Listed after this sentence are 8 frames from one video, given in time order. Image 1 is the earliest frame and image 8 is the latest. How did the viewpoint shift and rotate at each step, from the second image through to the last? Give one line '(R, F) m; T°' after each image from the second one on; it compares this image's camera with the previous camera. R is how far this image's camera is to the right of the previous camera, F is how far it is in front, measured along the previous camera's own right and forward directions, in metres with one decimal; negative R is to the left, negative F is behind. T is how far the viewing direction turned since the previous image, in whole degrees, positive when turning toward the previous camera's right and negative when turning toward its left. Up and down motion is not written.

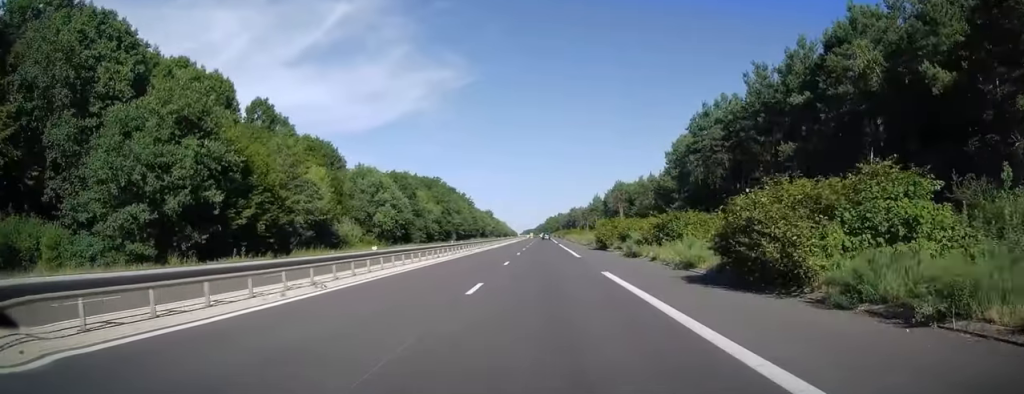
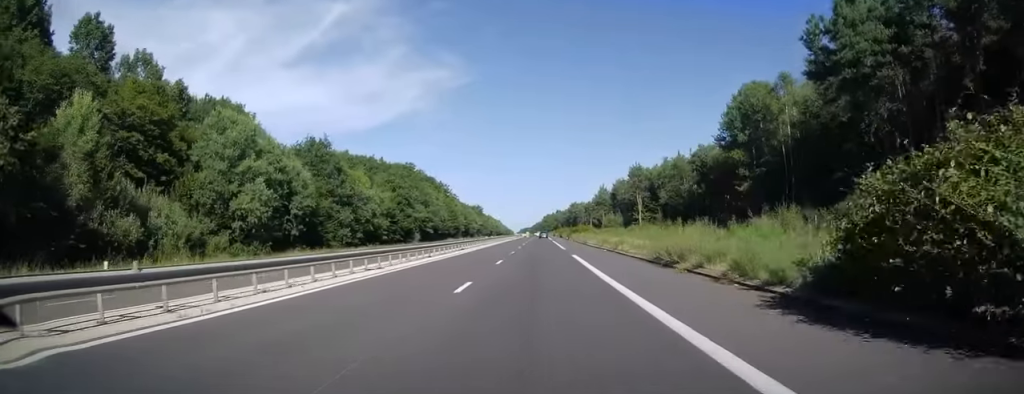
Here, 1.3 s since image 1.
(0.0, +39.2) m; +1°
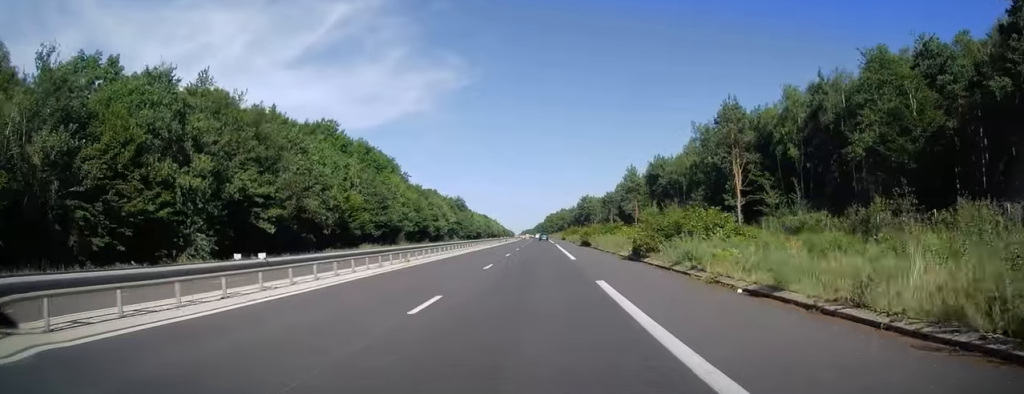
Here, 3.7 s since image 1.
(+0.1, +69.0) m; -1°
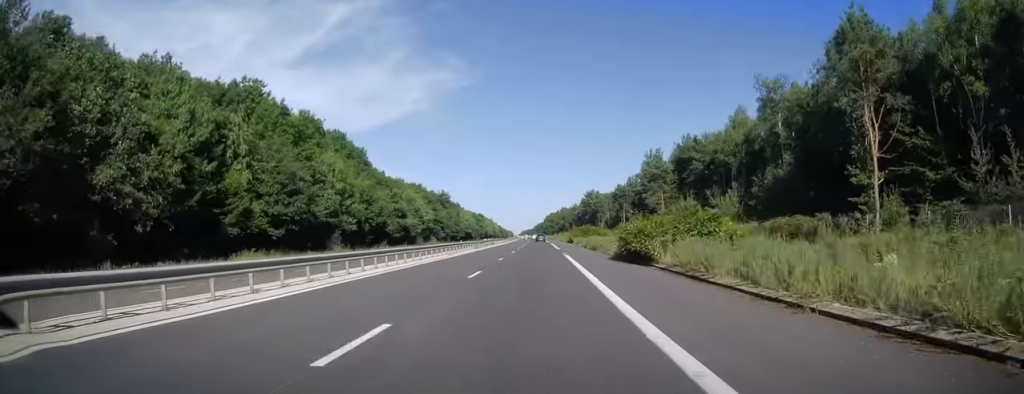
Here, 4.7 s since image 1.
(0.0, +30.3) m; 0°
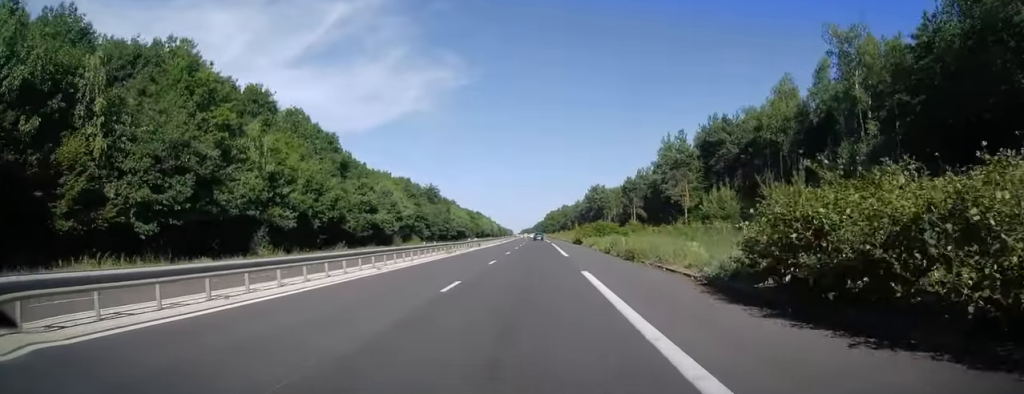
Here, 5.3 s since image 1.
(0.0, +18.1) m; 0°
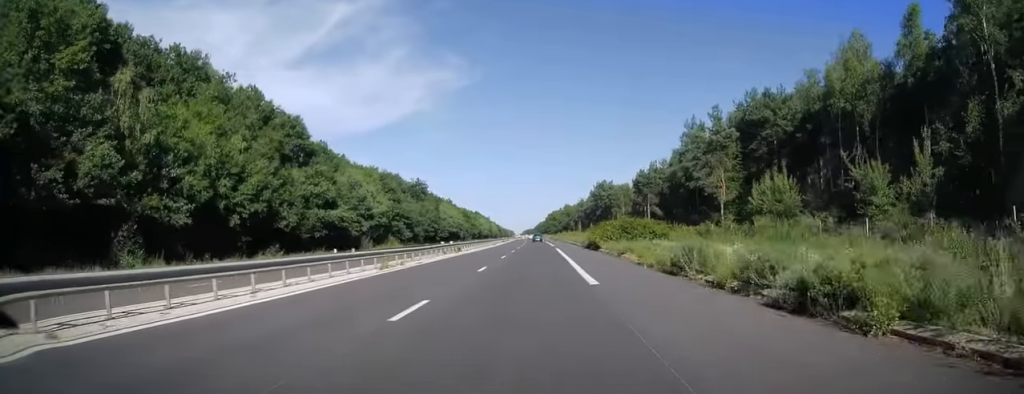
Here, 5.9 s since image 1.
(0.0, +17.6) m; 0°
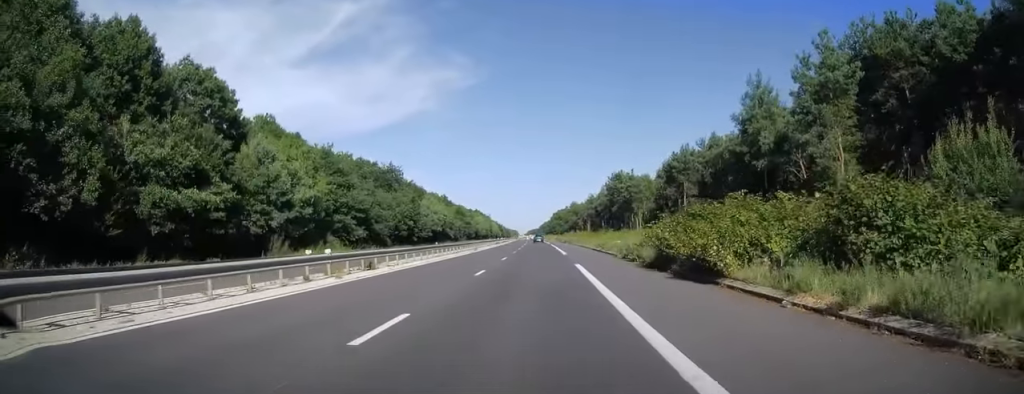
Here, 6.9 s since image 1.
(-0.1, +28.4) m; 0°
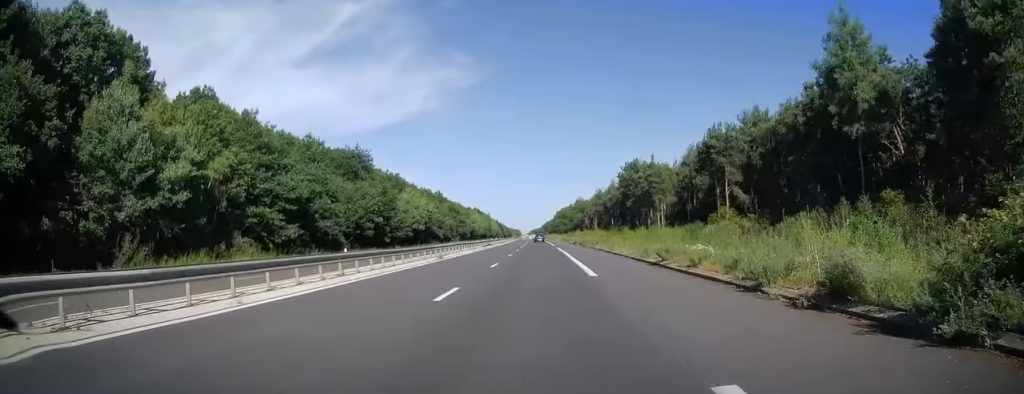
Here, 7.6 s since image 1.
(-0.2, +21.0) m; 0°
